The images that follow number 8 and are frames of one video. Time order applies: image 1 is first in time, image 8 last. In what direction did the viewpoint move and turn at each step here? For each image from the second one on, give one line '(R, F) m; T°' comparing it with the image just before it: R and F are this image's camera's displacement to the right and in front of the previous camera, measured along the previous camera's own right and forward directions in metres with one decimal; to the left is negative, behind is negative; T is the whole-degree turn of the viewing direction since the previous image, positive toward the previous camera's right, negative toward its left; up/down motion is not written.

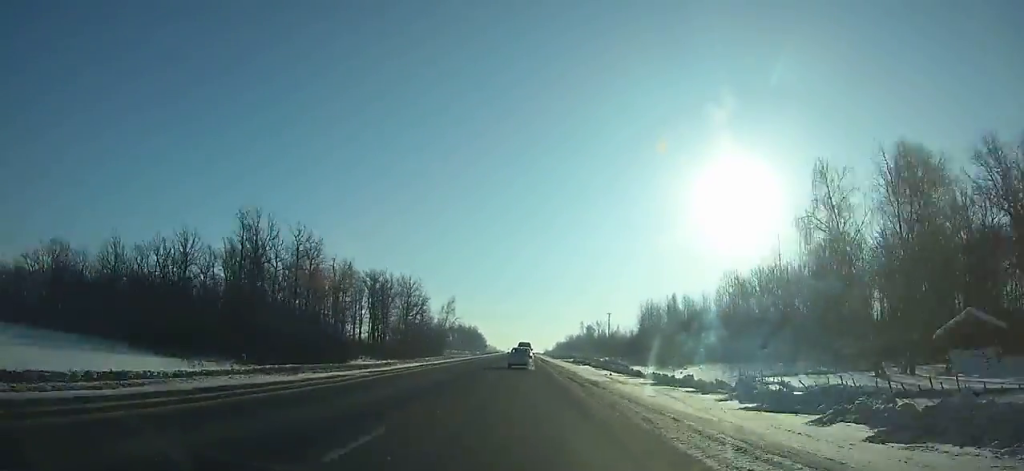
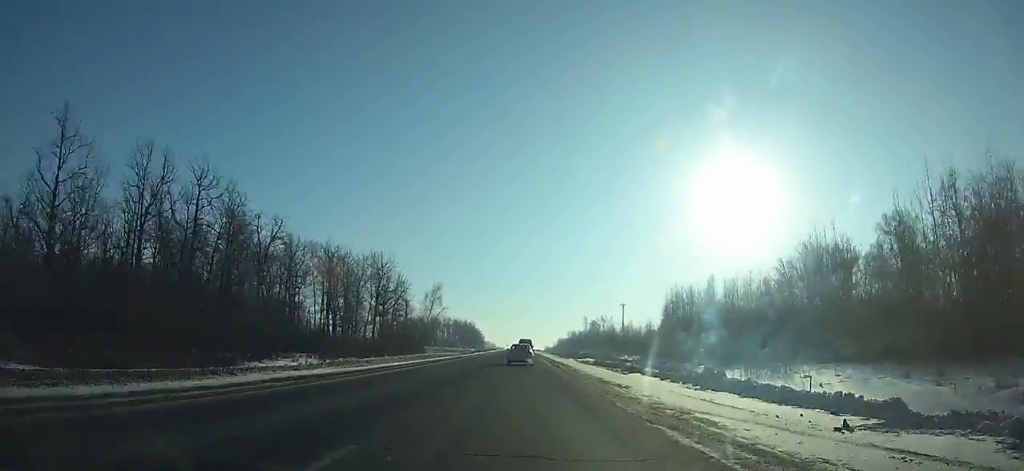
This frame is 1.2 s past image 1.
(0.0, +25.4) m; 0°
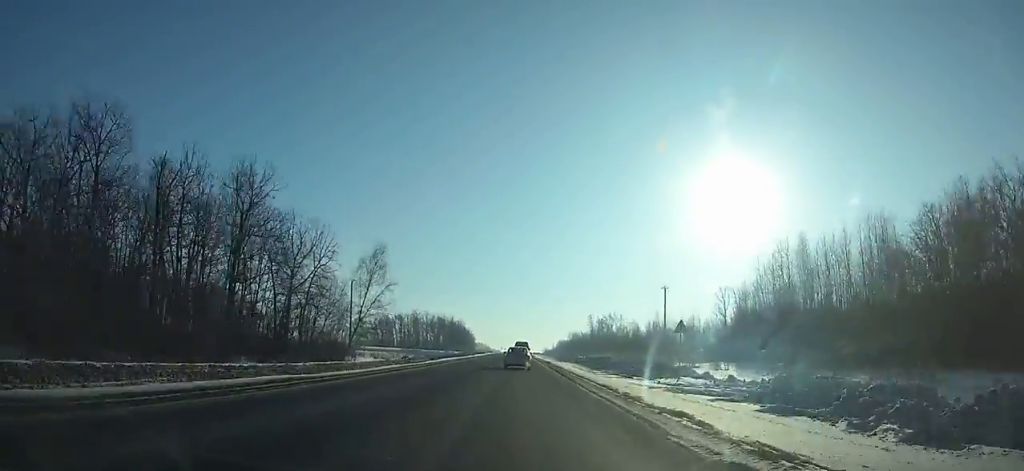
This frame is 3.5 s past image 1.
(+0.1, +48.4) m; 0°
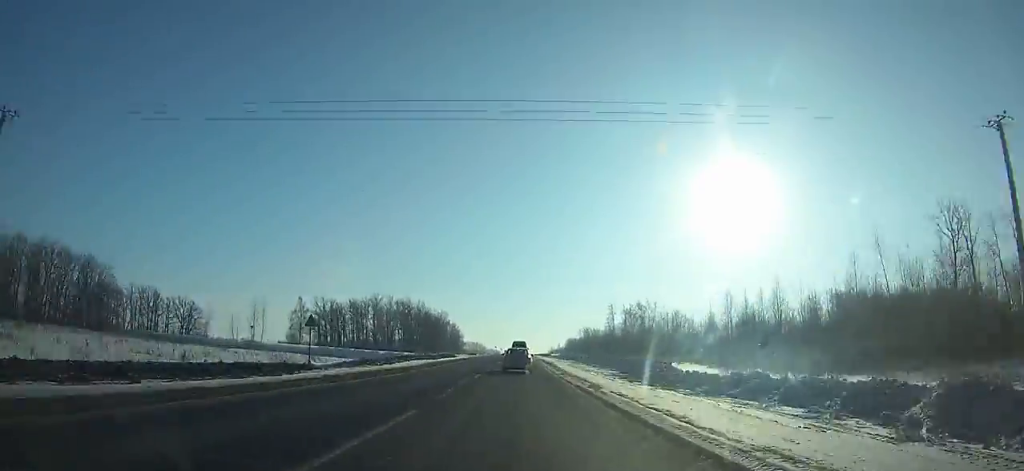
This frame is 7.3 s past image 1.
(0.0, +80.0) m; 0°
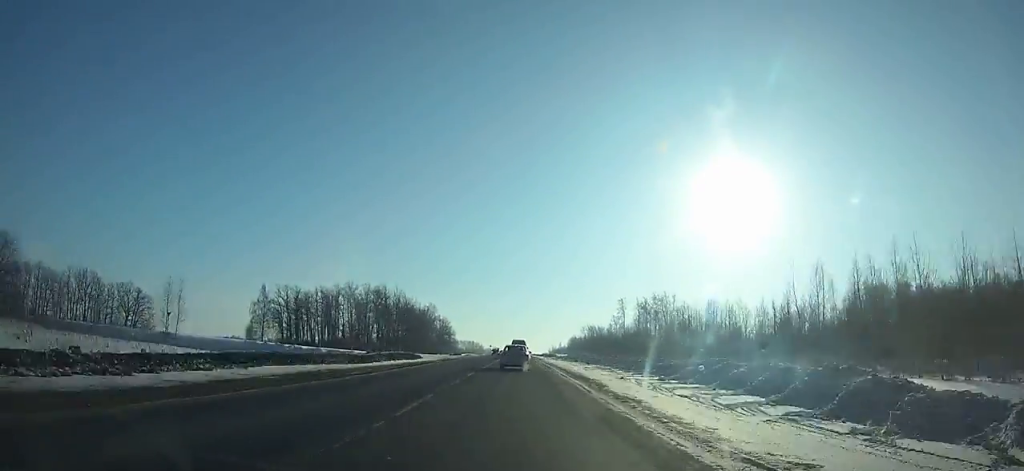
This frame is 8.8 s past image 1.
(0.0, +31.5) m; 0°
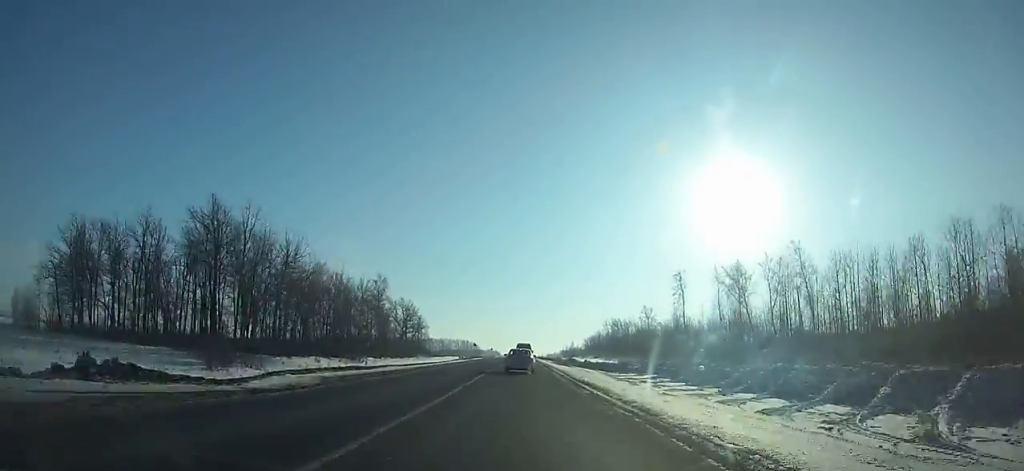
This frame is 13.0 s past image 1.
(+0.1, +86.8) m; 0°
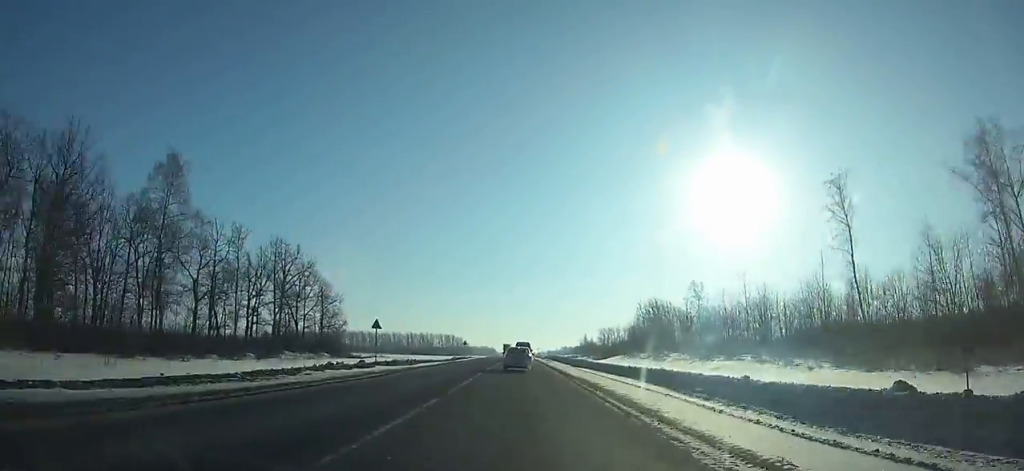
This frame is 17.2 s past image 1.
(0.0, +86.0) m; 0°
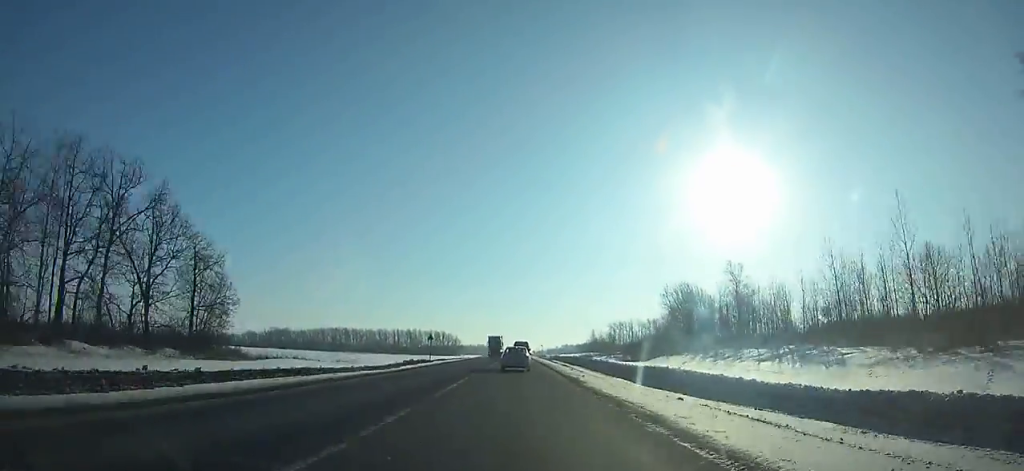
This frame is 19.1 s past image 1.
(0.0, +38.8) m; 0°
